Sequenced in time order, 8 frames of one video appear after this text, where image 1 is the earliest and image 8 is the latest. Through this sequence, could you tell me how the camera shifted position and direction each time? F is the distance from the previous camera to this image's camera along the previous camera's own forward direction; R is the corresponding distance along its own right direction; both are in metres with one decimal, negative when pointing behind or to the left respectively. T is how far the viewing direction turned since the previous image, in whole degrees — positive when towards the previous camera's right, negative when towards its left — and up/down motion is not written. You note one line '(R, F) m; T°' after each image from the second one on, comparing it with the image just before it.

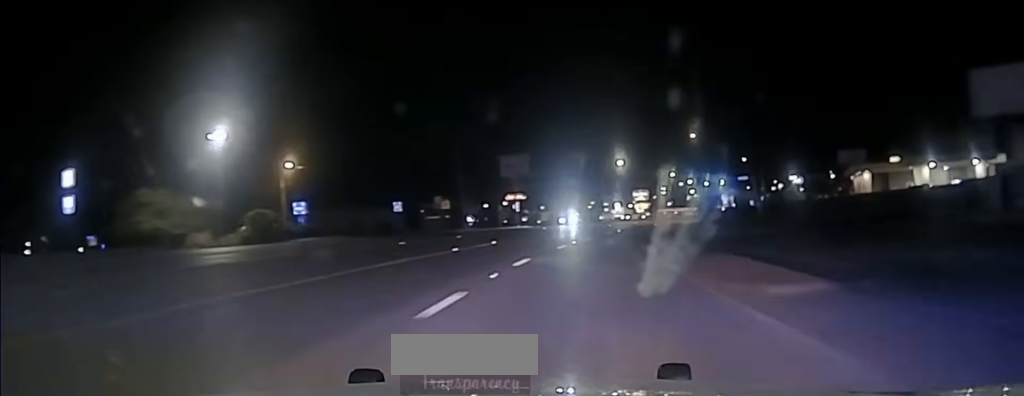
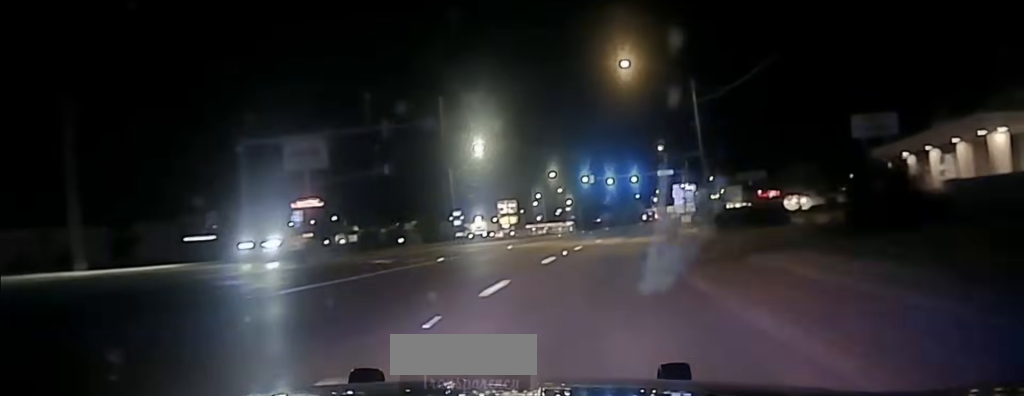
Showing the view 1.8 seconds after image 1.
(+5.4, +65.1) m; +8°
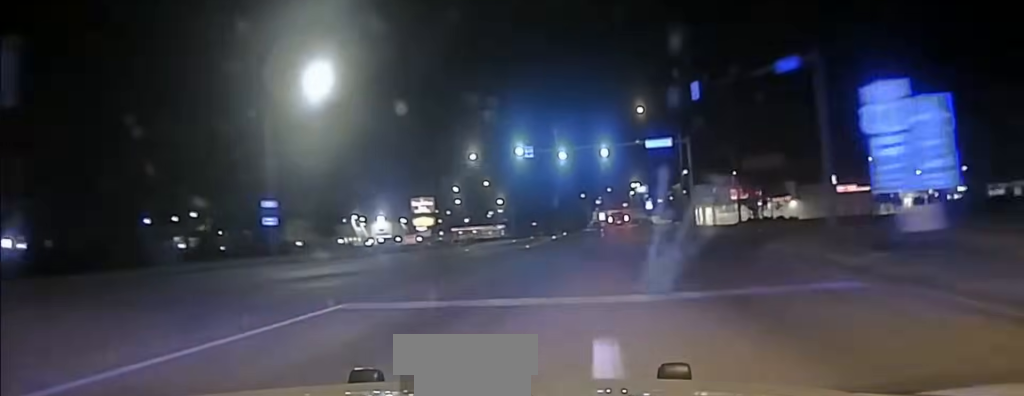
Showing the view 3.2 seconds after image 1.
(+2.1, +43.8) m; +5°
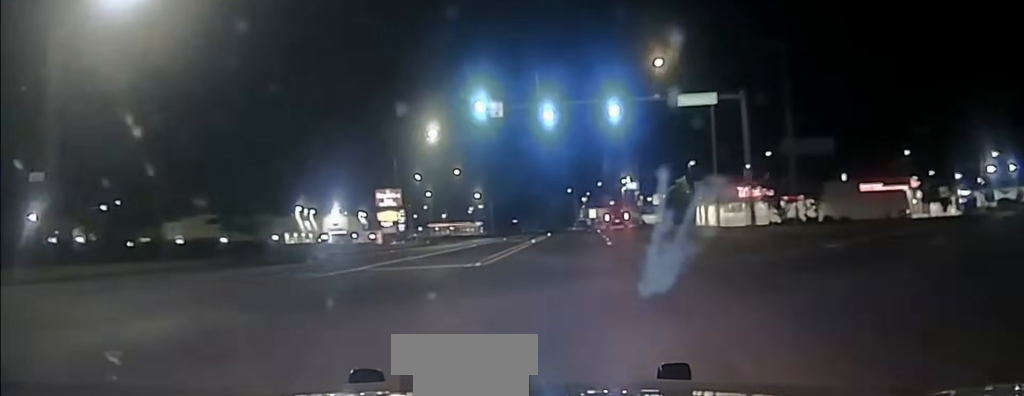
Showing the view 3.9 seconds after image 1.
(+0.4, +21.3) m; +2°
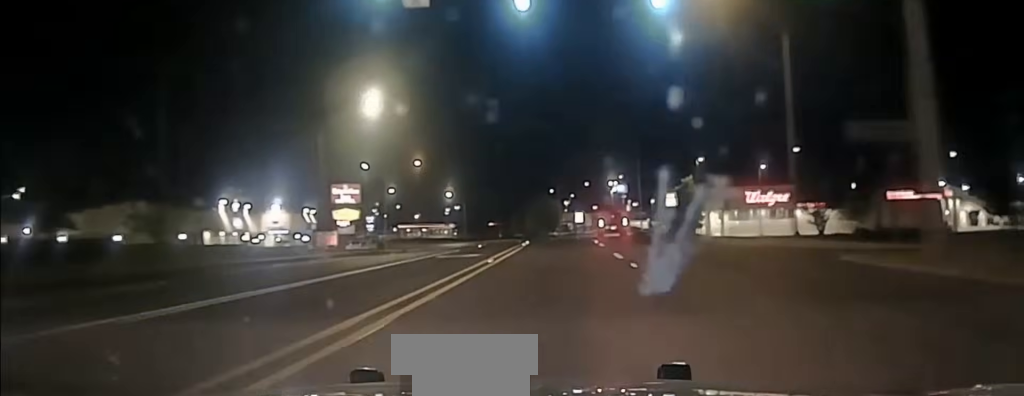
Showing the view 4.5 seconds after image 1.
(+0.2, +18.2) m; +1°
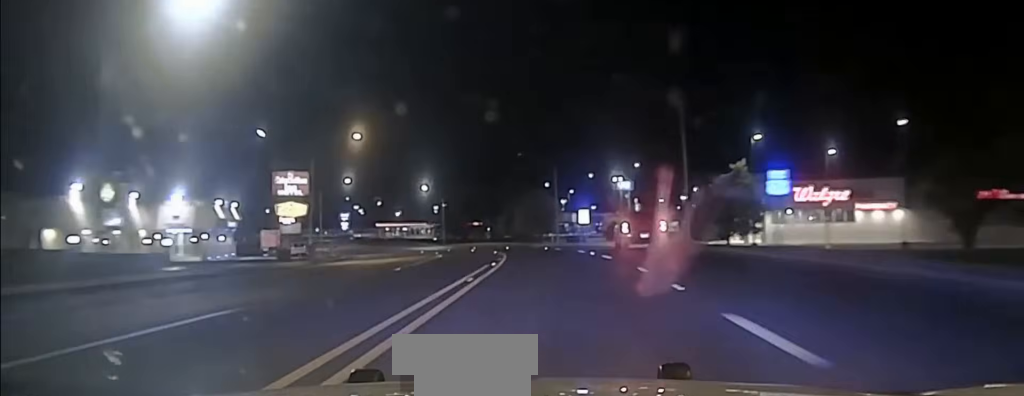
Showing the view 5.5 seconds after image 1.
(+0.5, +30.6) m; +1°
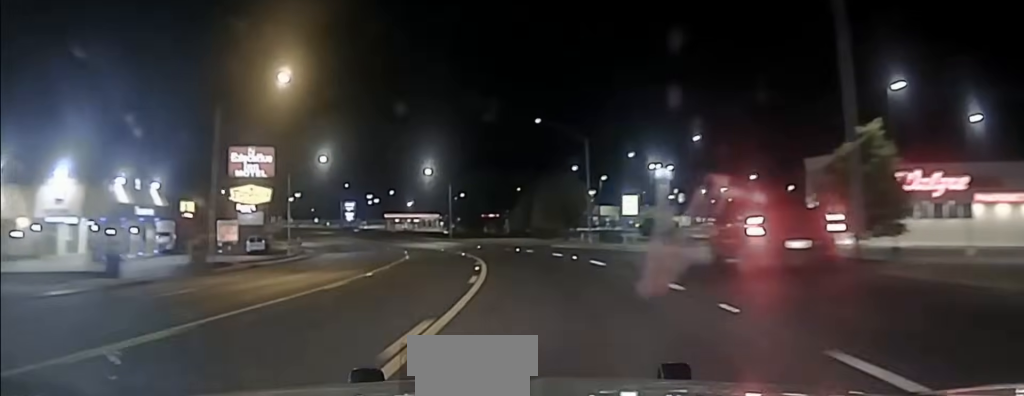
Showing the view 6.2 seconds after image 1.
(+0.1, +26.5) m; 0°
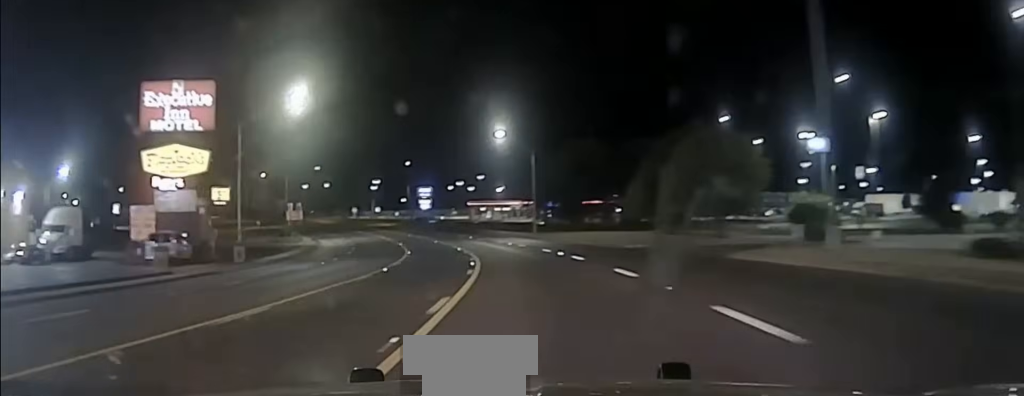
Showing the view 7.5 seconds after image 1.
(-0.9, +43.6) m; -5°
